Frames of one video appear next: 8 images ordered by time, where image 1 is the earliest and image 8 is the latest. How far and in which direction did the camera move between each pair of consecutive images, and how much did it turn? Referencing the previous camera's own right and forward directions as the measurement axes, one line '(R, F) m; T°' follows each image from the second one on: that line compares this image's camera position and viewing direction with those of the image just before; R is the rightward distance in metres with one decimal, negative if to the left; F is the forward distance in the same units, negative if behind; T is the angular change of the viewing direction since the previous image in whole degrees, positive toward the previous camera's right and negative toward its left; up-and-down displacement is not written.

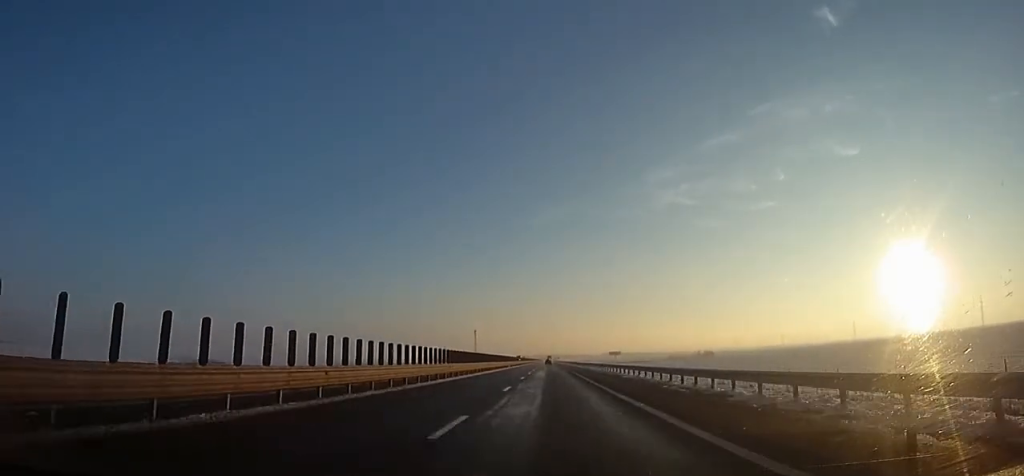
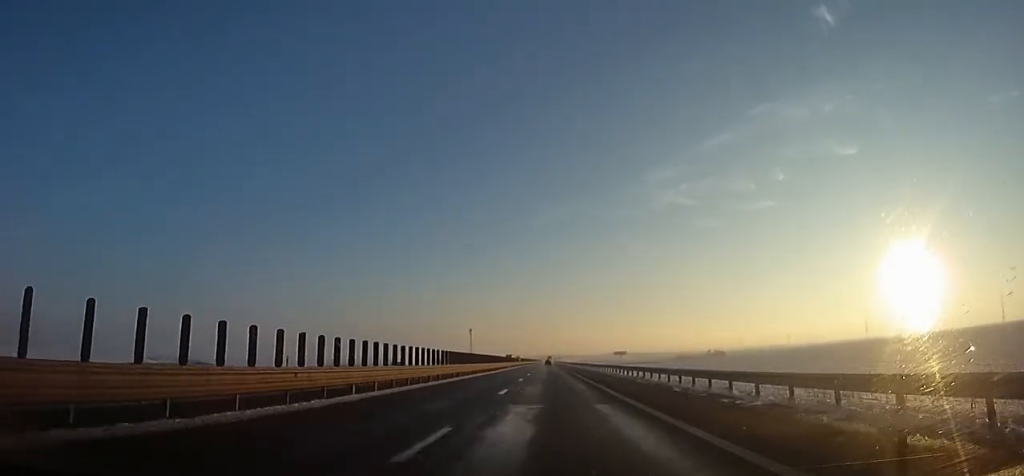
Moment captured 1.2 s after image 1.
(+0.1, +38.0) m; 0°
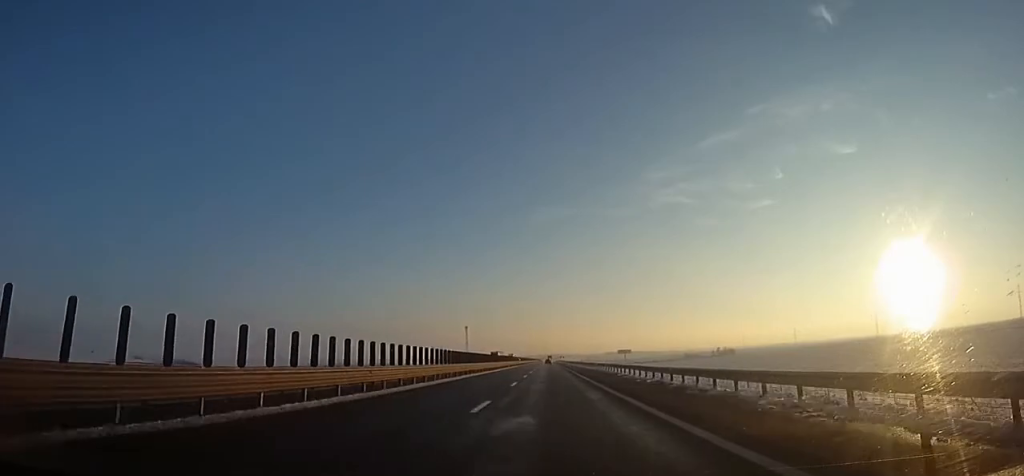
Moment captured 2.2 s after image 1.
(0.0, +30.5) m; 0°
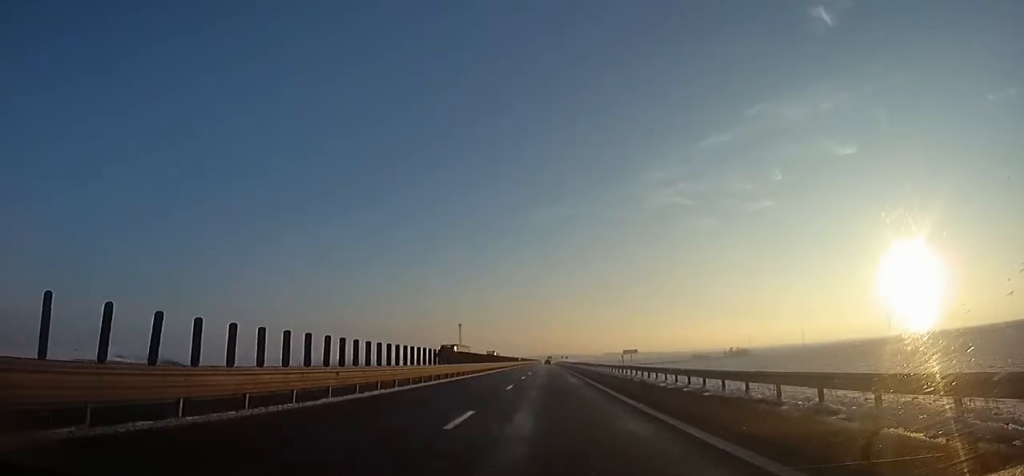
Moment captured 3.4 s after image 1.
(0.0, +38.8) m; 0°
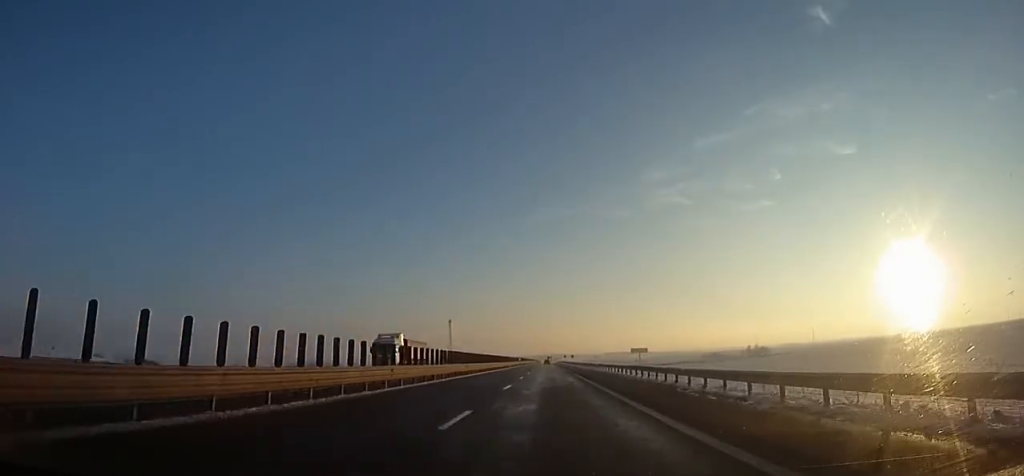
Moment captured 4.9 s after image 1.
(0.0, +48.2) m; 0°
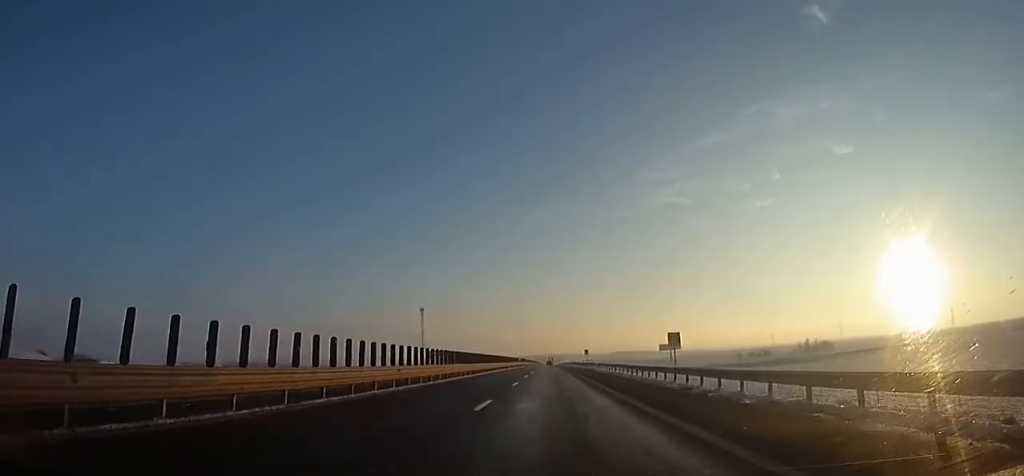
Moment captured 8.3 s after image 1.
(0.0, +104.9) m; 0°
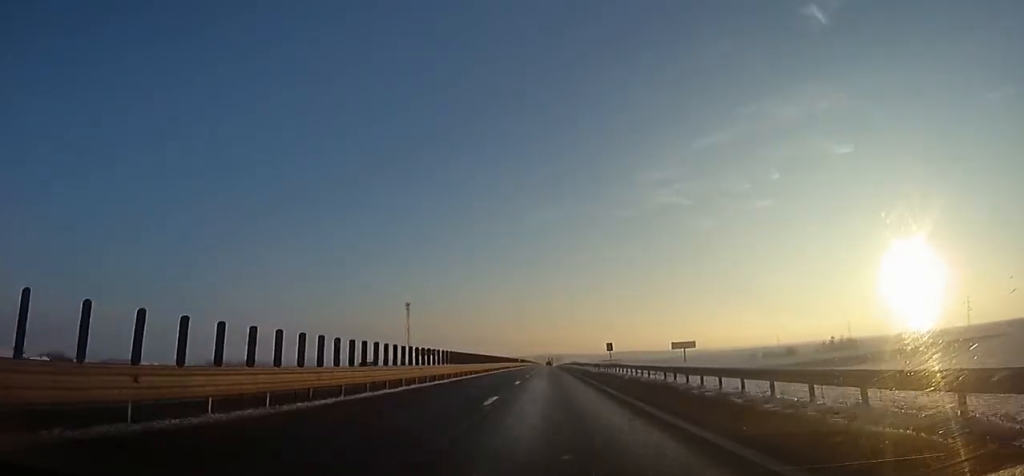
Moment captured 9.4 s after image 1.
(-0.1, +34.8) m; 0°
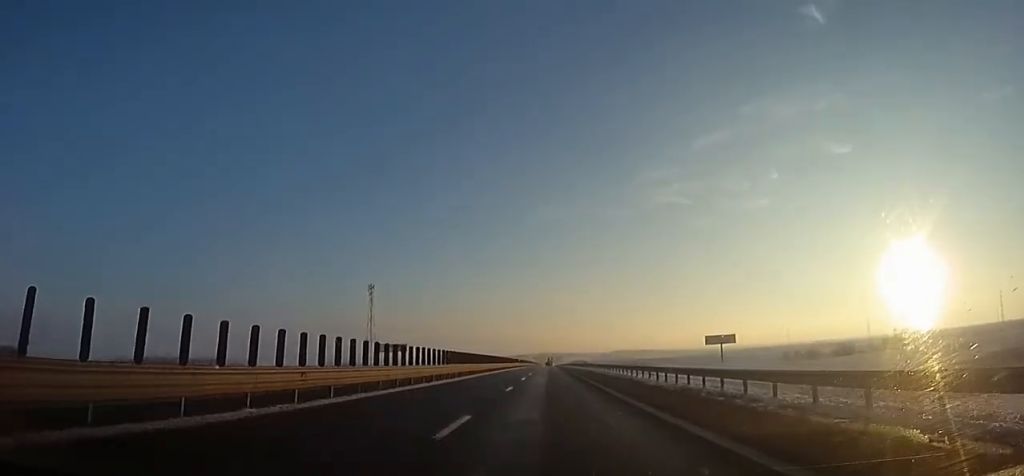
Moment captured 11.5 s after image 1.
(0.0, +66.4) m; 0°
